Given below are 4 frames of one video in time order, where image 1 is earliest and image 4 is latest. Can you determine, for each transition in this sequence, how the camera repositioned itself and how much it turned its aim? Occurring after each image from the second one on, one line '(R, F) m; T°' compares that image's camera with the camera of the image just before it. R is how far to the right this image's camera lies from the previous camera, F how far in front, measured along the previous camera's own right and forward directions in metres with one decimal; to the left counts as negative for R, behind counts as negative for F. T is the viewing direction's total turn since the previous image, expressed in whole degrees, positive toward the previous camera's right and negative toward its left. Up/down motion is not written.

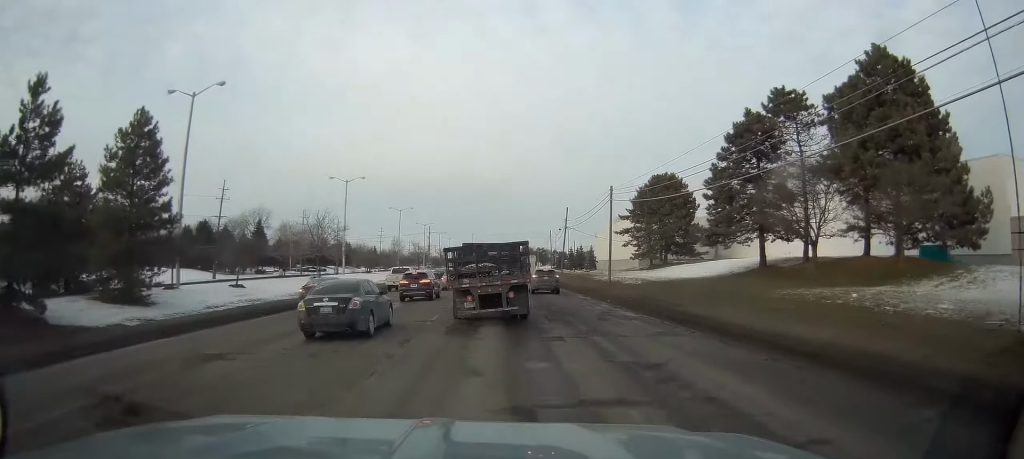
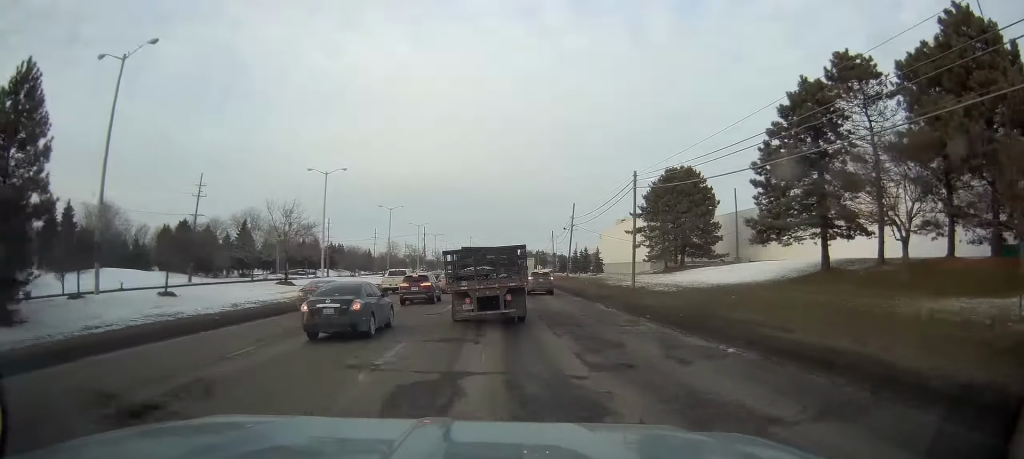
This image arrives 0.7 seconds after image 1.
(-0.1, +10.1) m; -1°
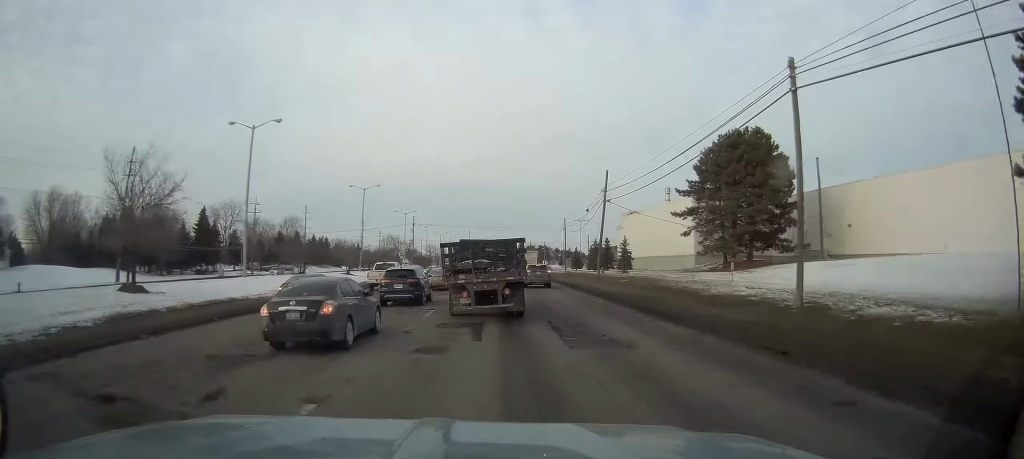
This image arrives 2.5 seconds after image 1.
(+0.1, +21.7) m; +2°
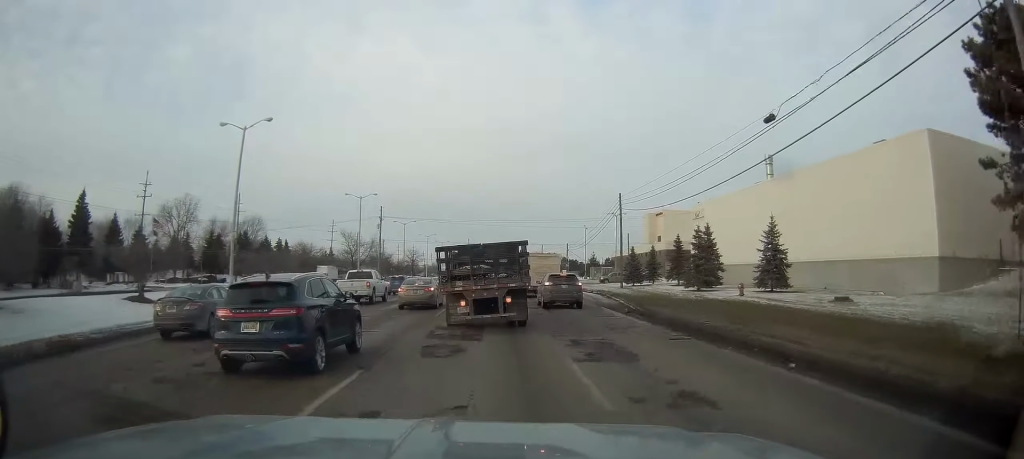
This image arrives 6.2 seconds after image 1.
(-0.1, +41.7) m; +1°
